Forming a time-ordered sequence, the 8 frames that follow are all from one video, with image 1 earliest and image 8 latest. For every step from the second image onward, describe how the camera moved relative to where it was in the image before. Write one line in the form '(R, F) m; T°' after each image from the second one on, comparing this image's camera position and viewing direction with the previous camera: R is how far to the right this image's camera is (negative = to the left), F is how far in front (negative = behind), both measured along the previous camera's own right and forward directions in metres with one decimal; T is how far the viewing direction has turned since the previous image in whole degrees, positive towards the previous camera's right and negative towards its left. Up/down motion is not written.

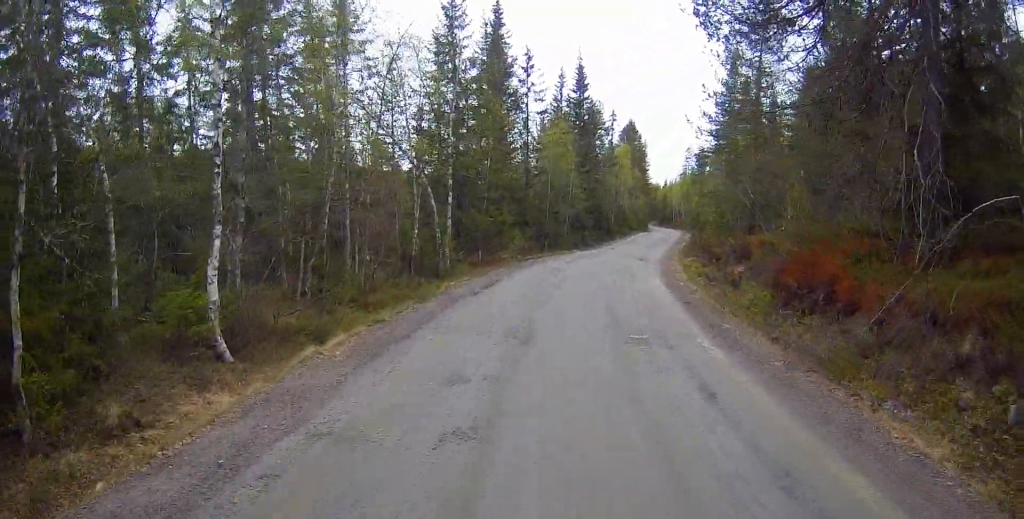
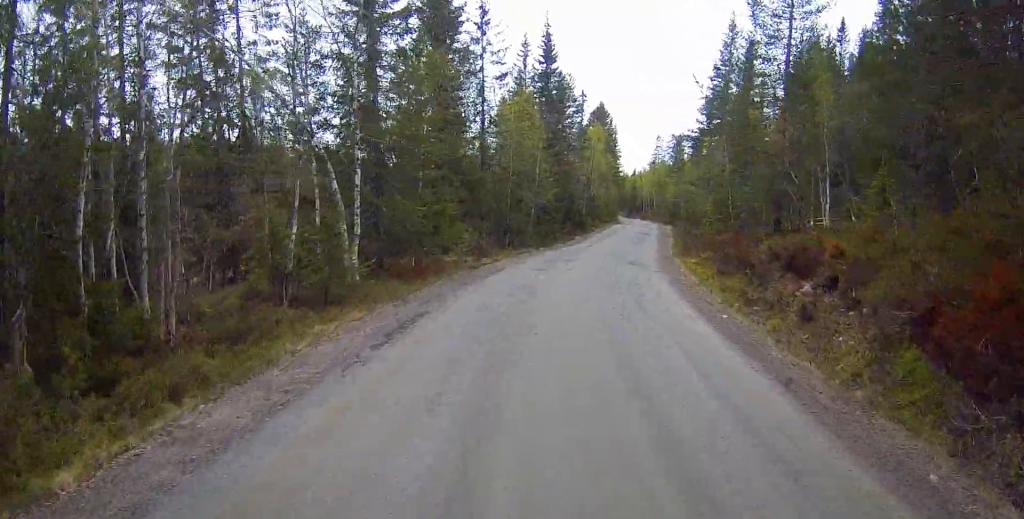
(+0.3, +8.4) m; +4°
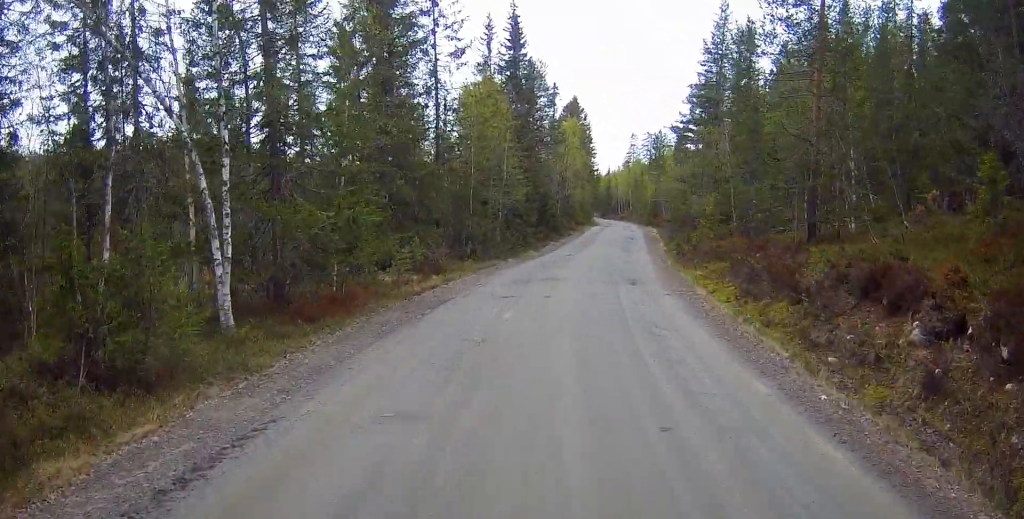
(+0.1, +5.6) m; +4°
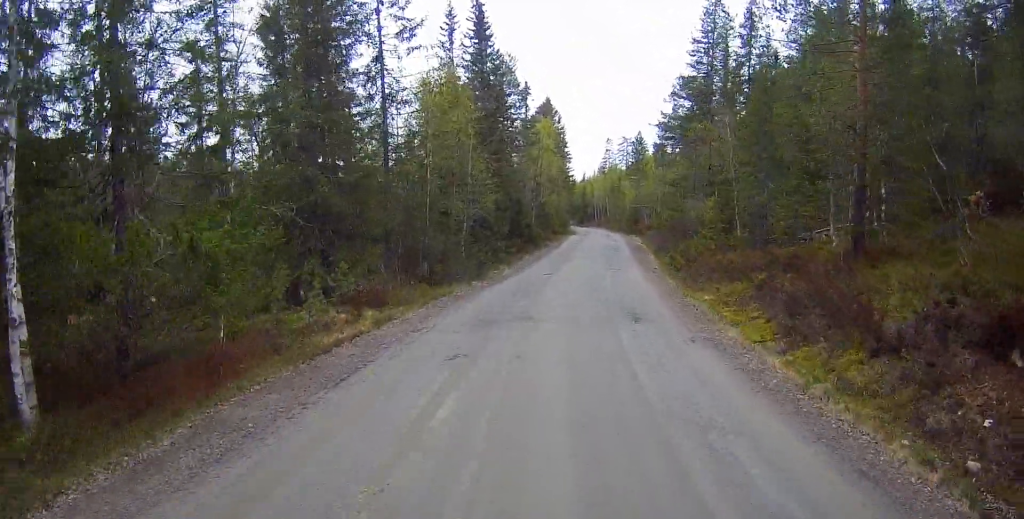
(+0.2, +4.8) m; +2°
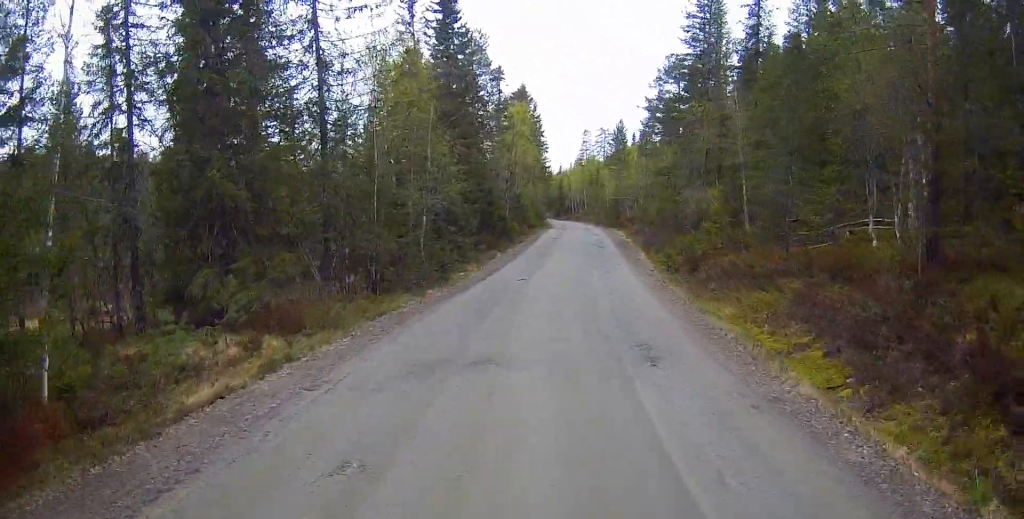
(+0.2, +4.4) m; +2°
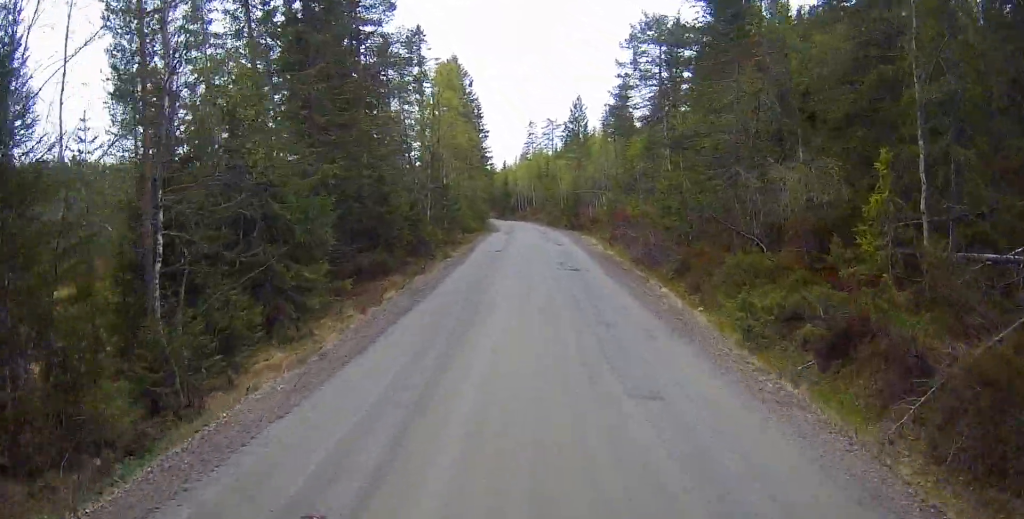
(+0.1, +15.2) m; 0°
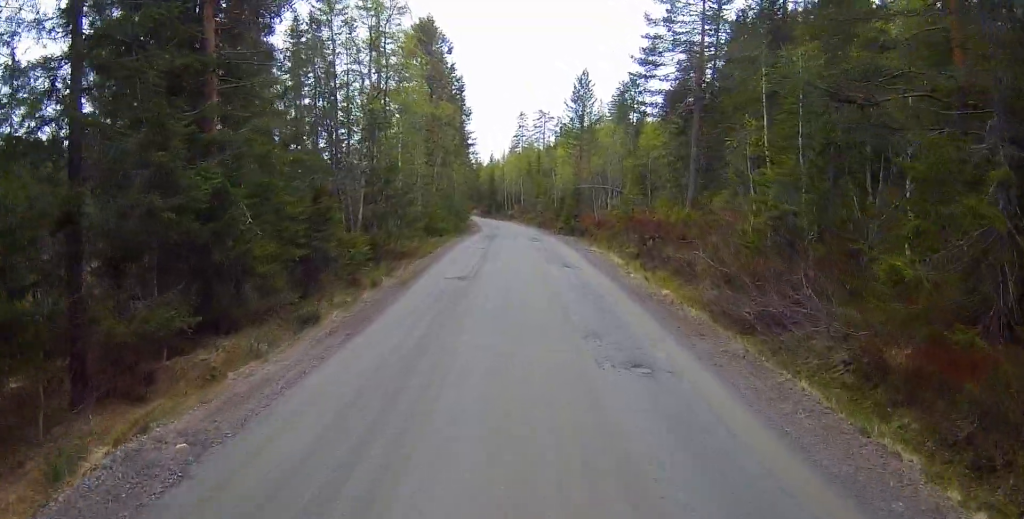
(0.0, +12.3) m; +2°
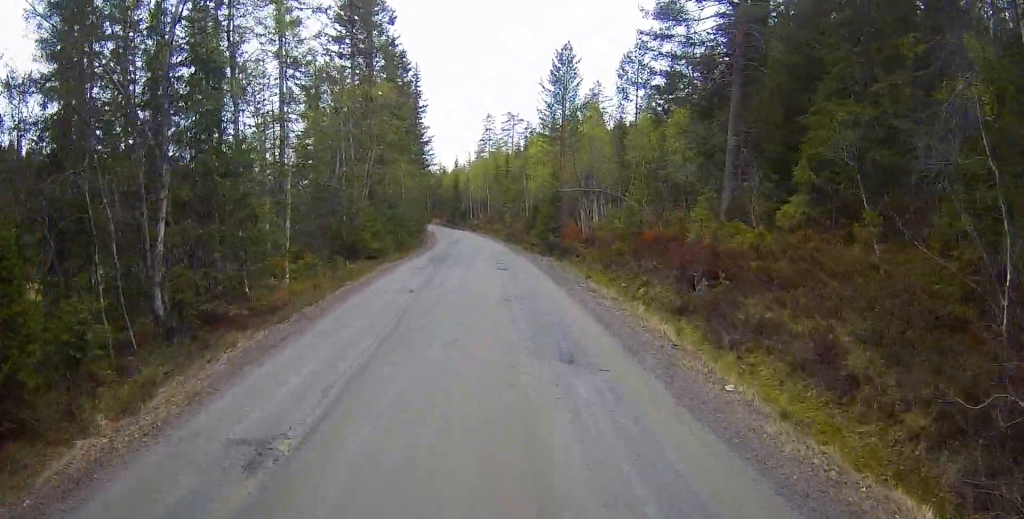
(+0.5, +10.9) m; +3°
